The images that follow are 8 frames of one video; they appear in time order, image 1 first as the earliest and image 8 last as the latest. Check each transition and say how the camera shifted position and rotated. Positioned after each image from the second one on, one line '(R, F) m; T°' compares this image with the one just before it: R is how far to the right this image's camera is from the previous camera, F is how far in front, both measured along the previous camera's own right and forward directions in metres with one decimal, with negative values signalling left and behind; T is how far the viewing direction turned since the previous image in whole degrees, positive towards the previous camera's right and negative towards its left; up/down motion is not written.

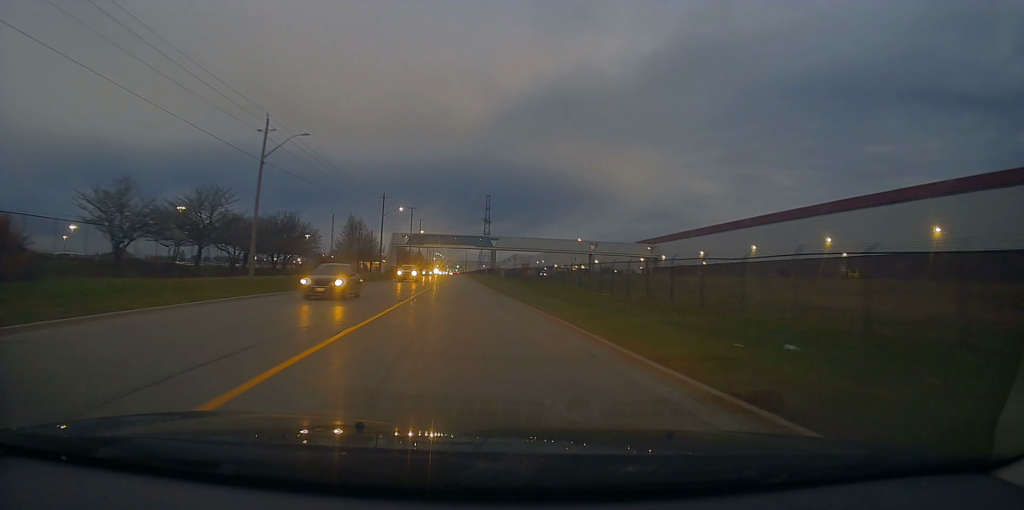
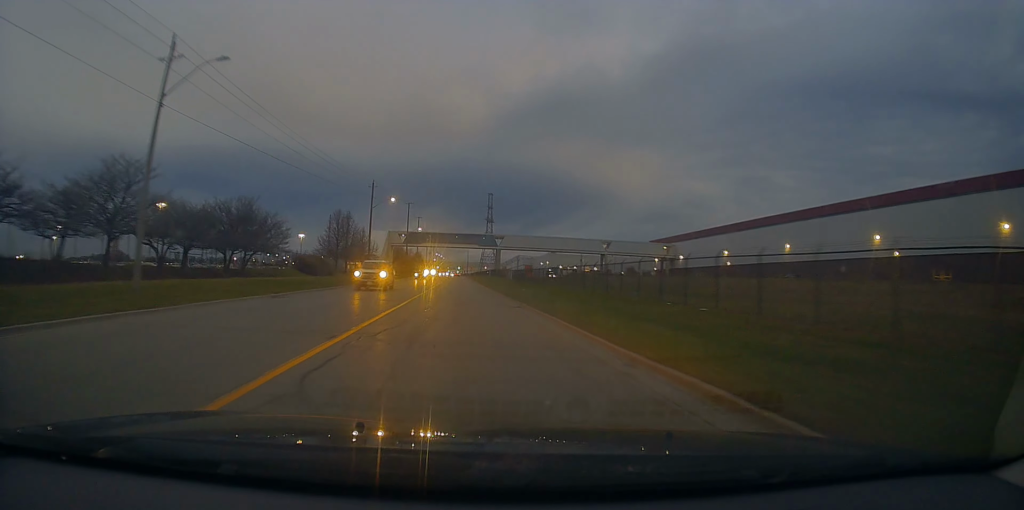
(0.0, +13.3) m; -1°
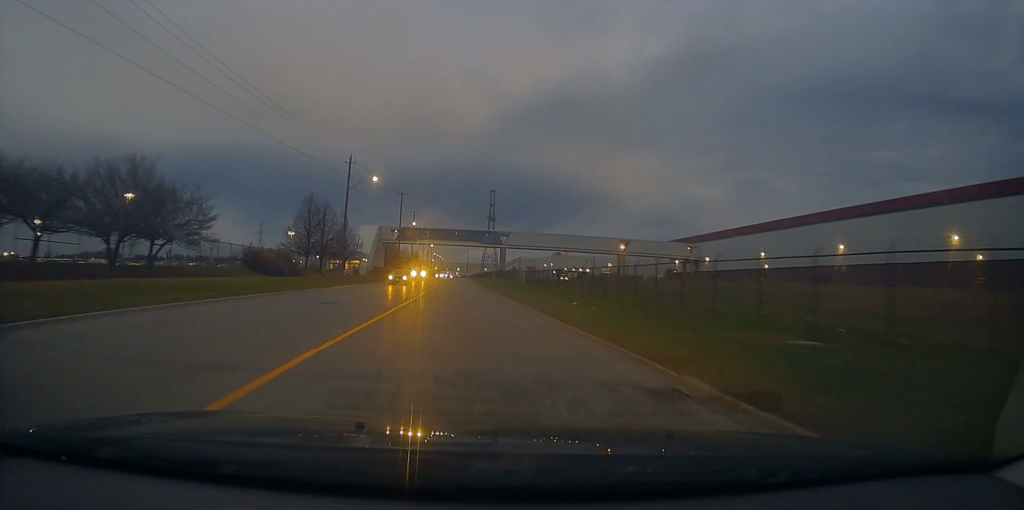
(-0.3, +17.7) m; -1°
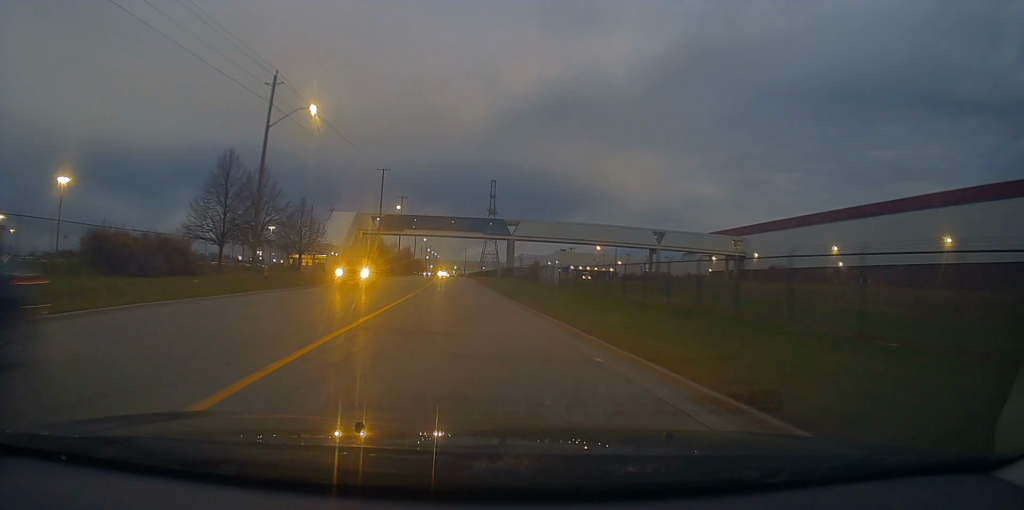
(+0.1, +26.2) m; +1°
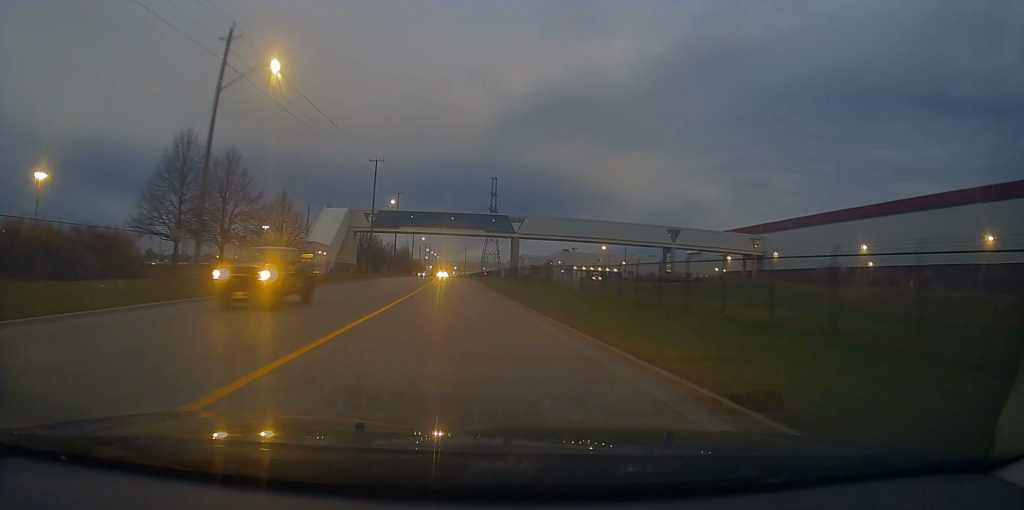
(+0.1, +8.1) m; 0°
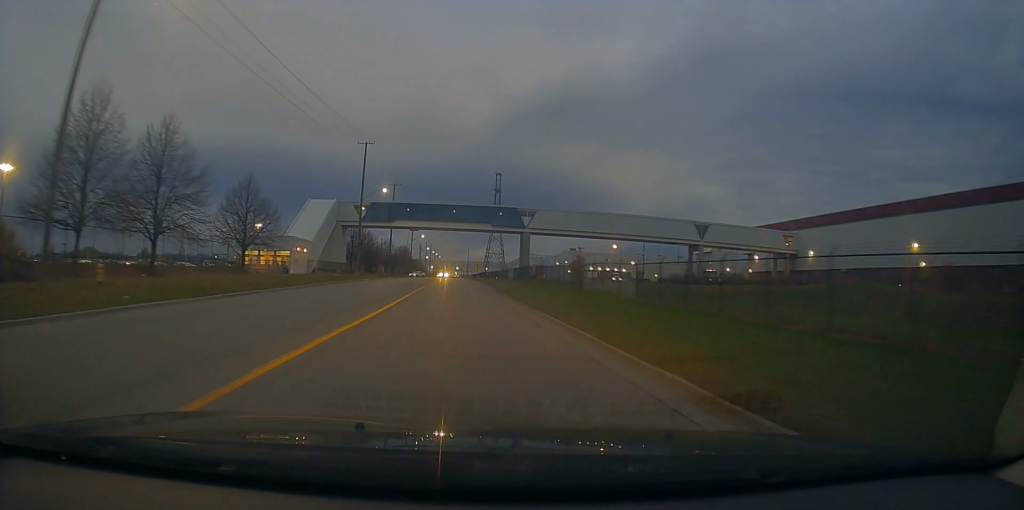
(0.0, +11.9) m; 0°
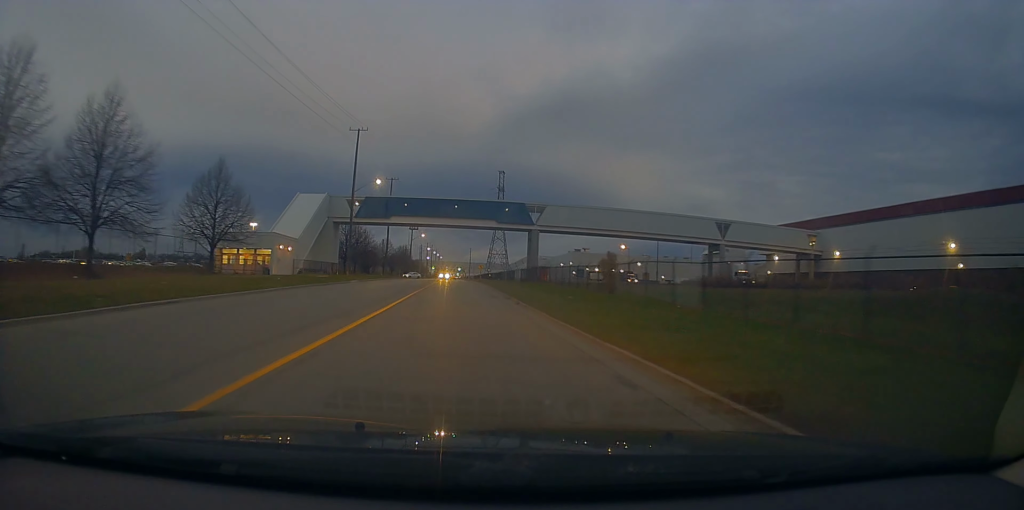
(0.0, +7.5) m; 0°
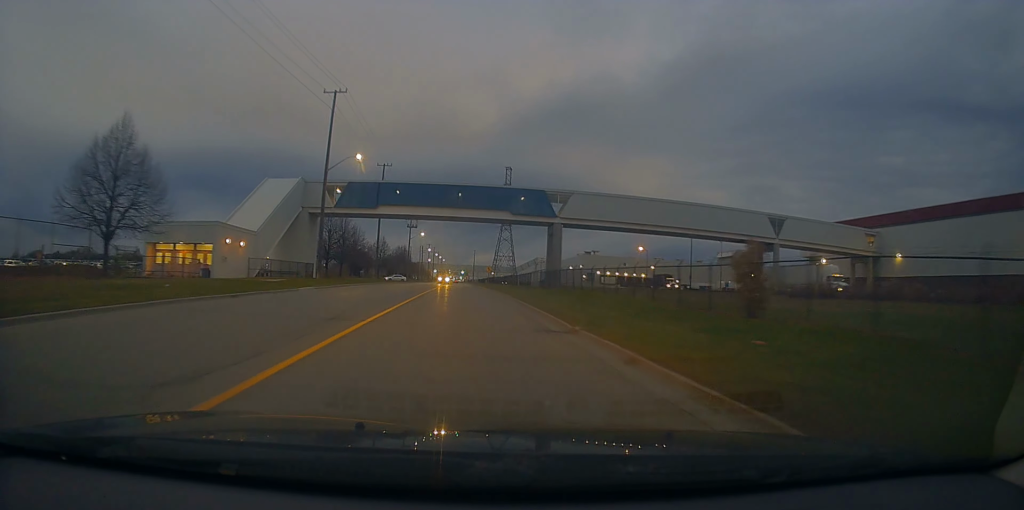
(-0.1, +15.6) m; 0°
